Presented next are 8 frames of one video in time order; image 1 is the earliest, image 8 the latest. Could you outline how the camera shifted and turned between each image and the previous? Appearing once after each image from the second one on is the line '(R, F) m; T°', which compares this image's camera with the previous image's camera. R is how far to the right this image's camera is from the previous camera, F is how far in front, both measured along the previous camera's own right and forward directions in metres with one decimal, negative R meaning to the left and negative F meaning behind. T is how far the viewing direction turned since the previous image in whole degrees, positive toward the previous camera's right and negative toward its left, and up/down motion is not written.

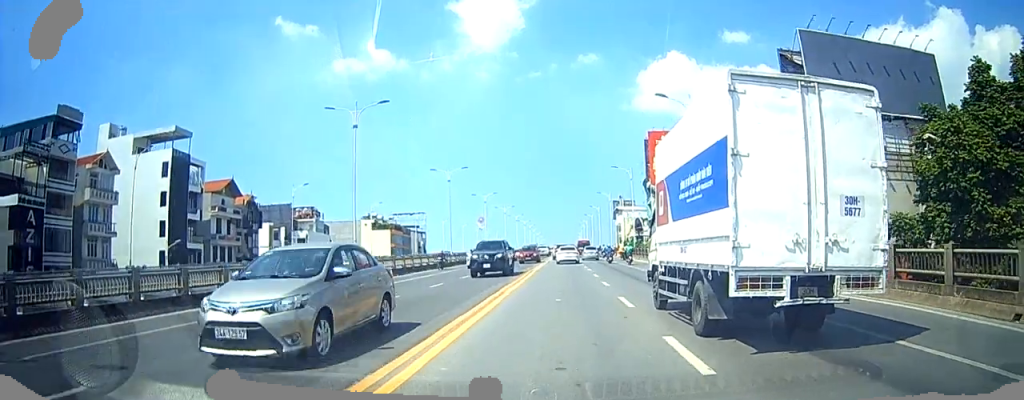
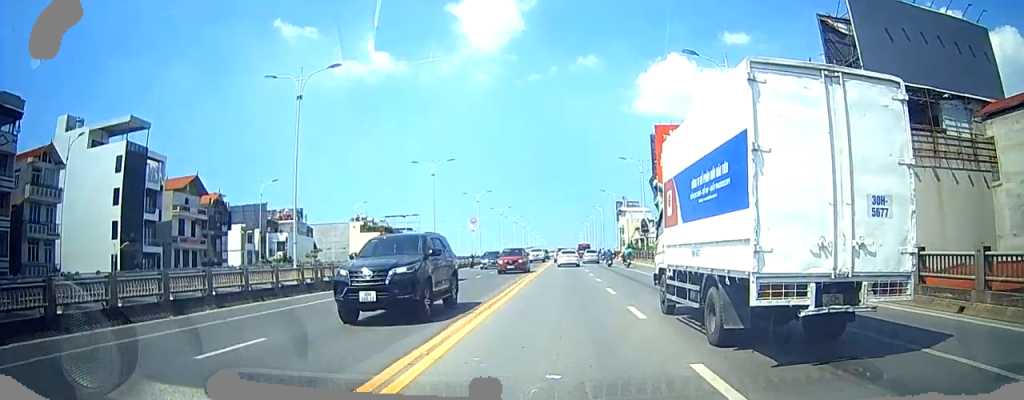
(+0.2, +8.8) m; +1°
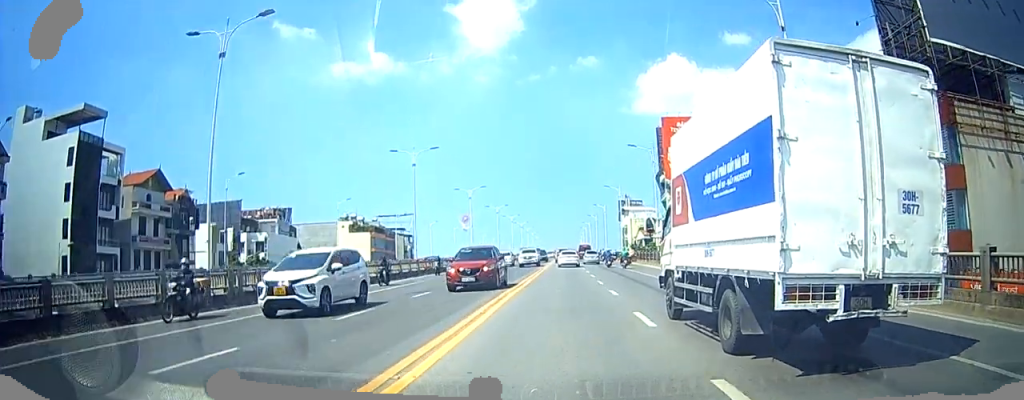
(-0.1, +7.0) m; -1°
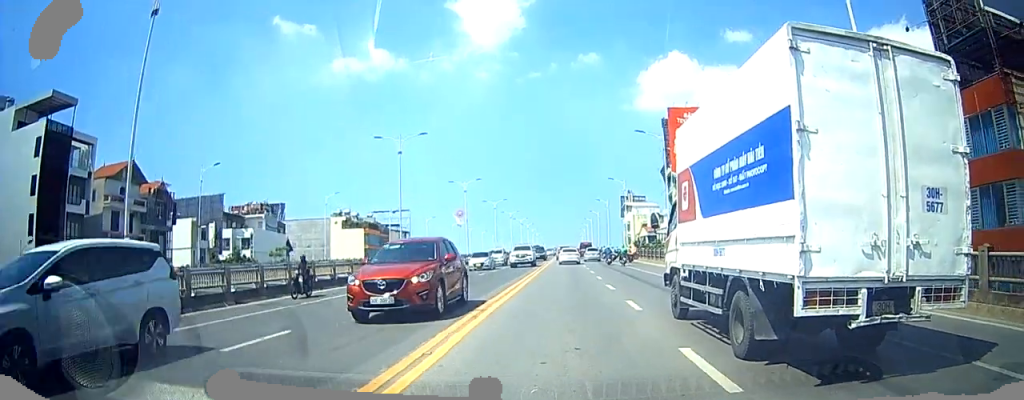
(0.0, +4.4) m; -1°
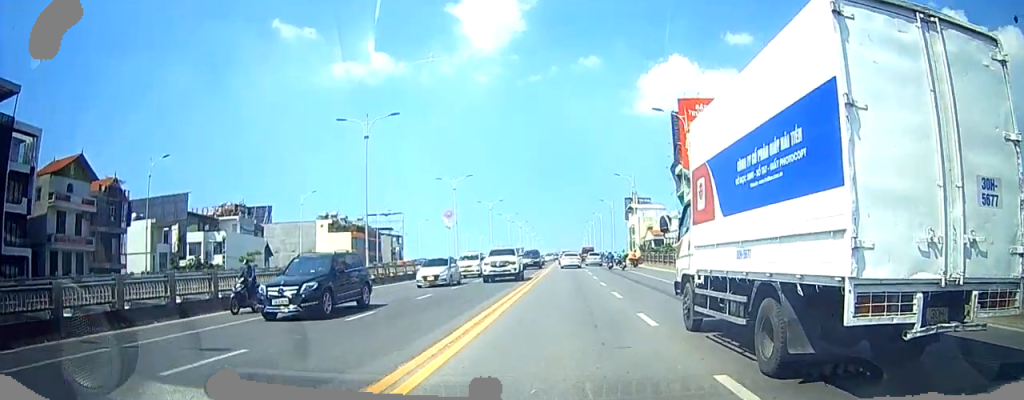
(-0.1, +7.6) m; -1°
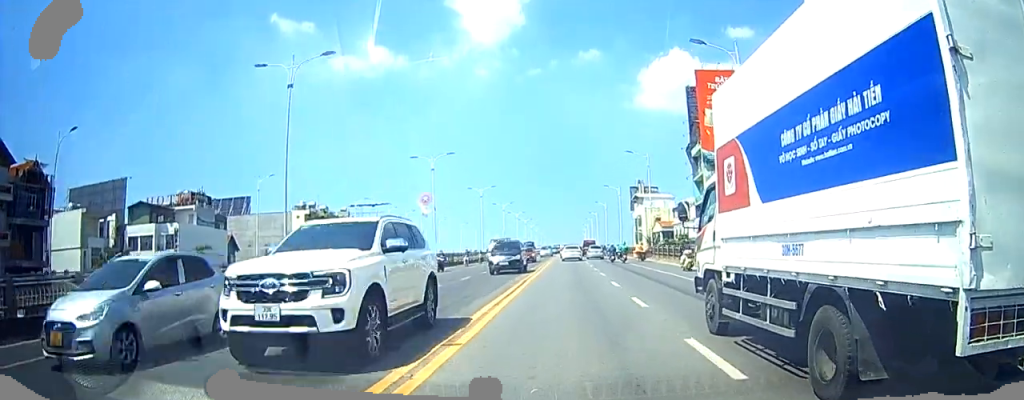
(0.0, +10.7) m; 0°
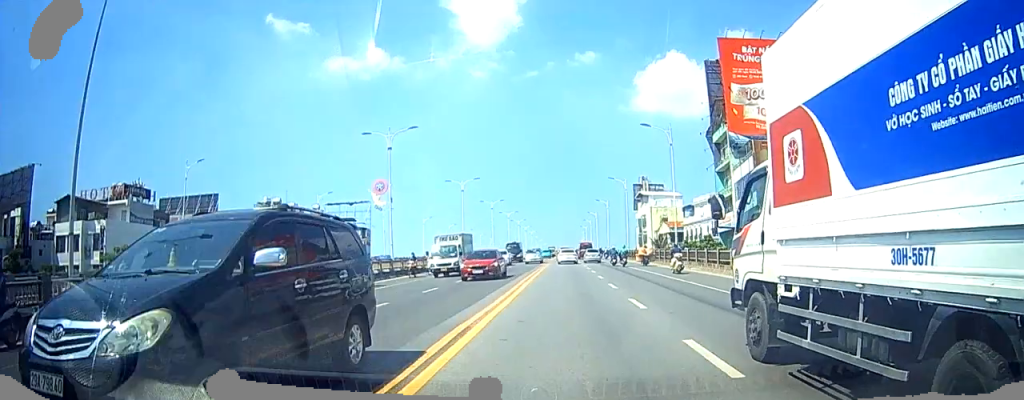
(0.0, +11.6) m; 0°
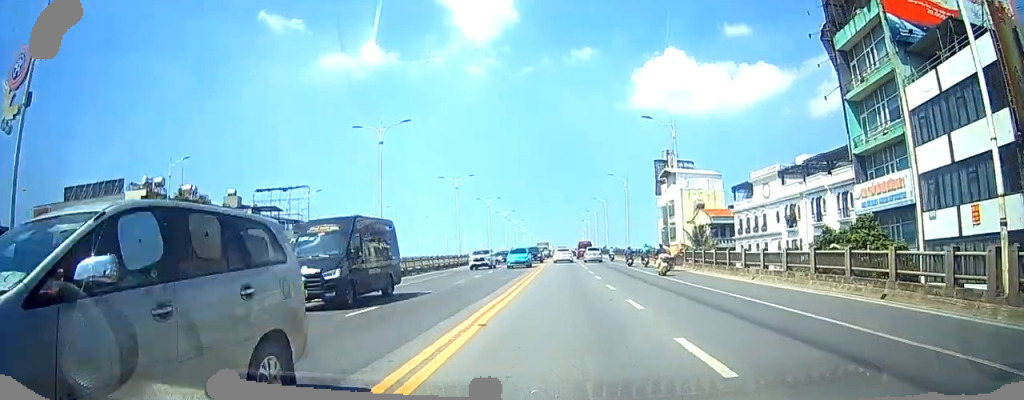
(0.0, +27.7) m; -1°
